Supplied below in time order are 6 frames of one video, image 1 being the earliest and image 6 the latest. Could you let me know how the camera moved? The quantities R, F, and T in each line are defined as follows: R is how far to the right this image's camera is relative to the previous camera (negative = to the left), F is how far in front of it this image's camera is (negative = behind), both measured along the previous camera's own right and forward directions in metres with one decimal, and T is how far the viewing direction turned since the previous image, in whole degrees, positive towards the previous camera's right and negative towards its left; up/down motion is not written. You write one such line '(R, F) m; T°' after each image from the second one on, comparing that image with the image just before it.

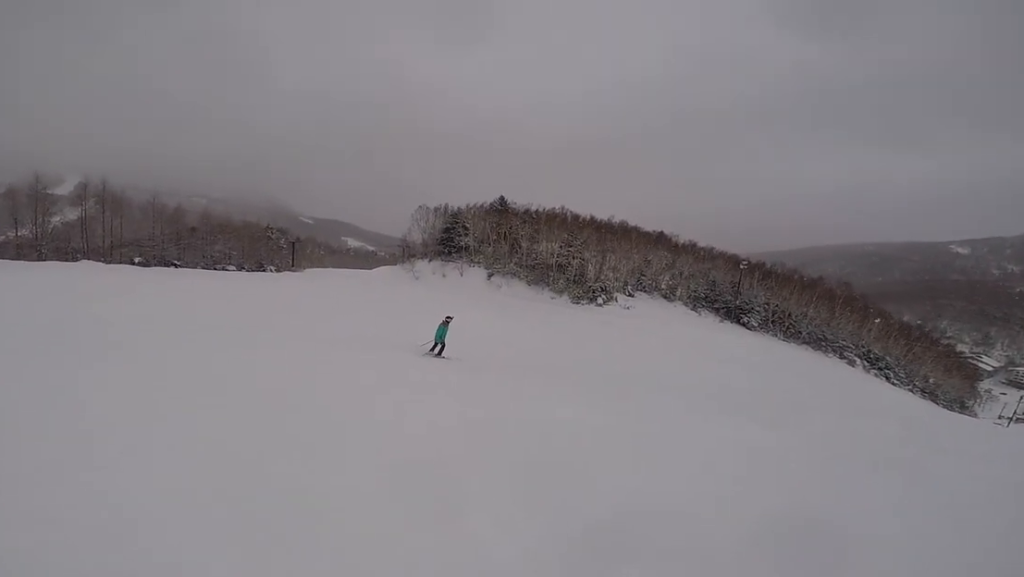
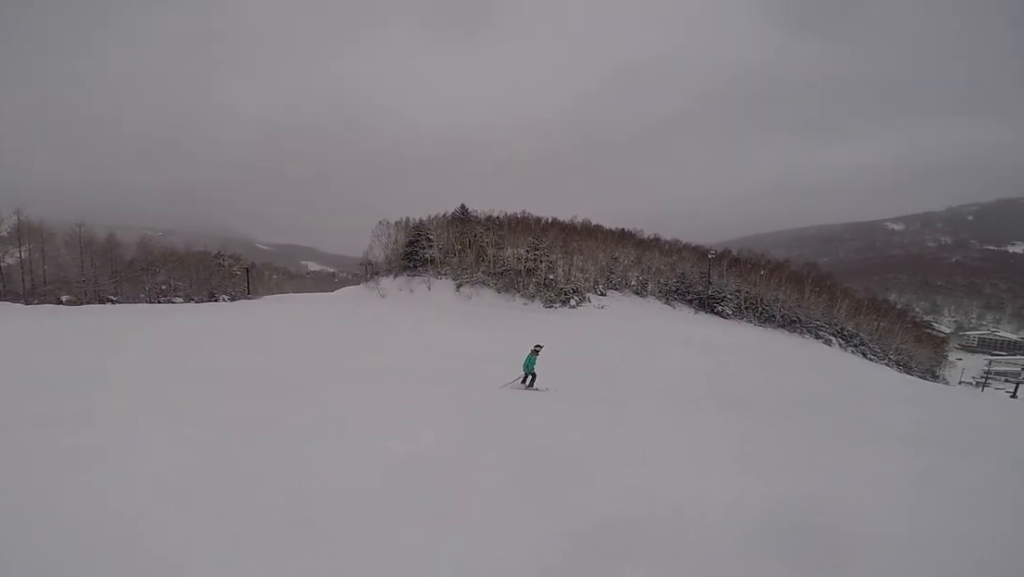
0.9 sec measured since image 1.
(-0.1, +4.1) m; +6°
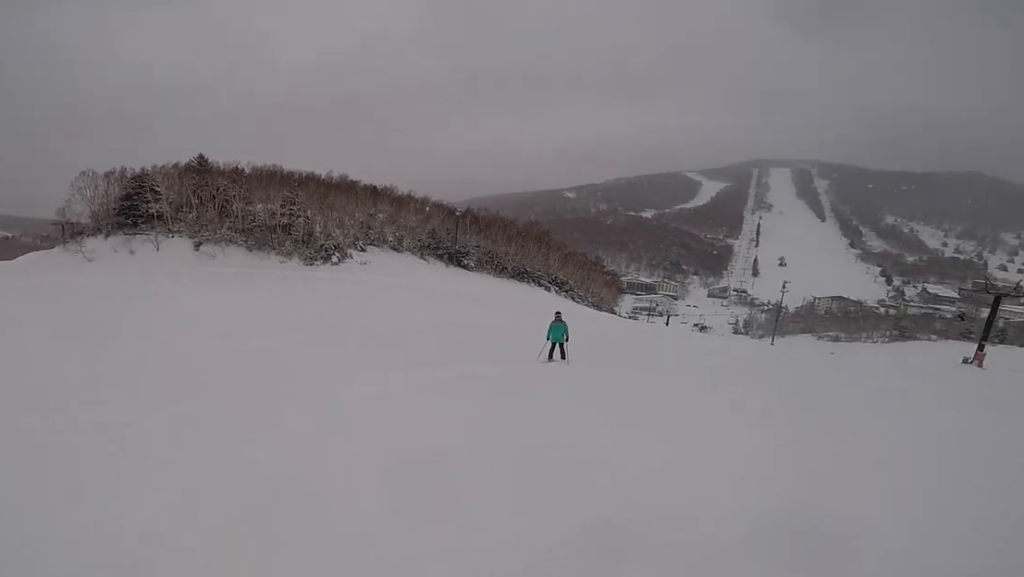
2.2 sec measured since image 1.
(+0.9, +6.9) m; +18°
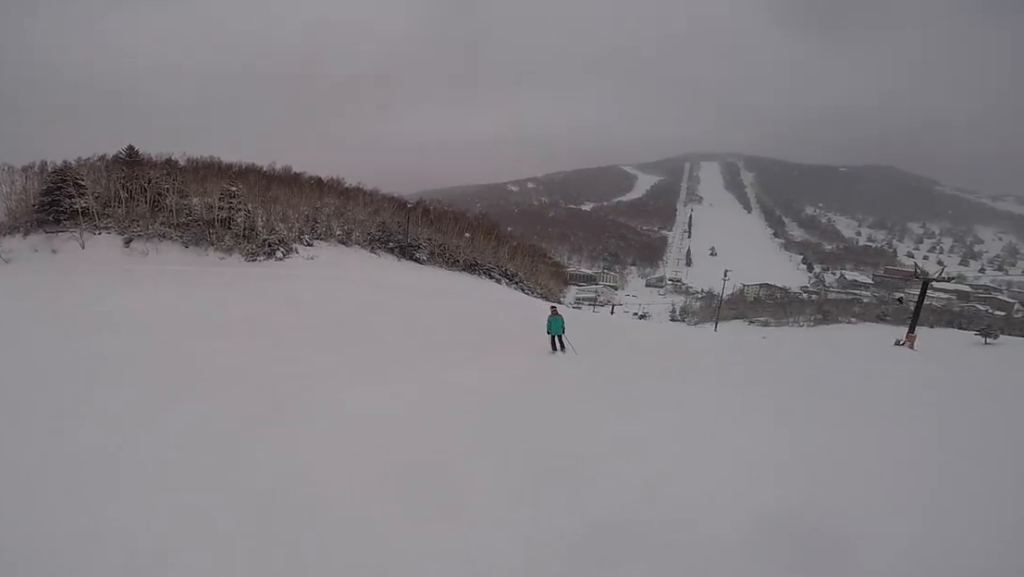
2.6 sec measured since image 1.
(-0.4, +2.1) m; +12°
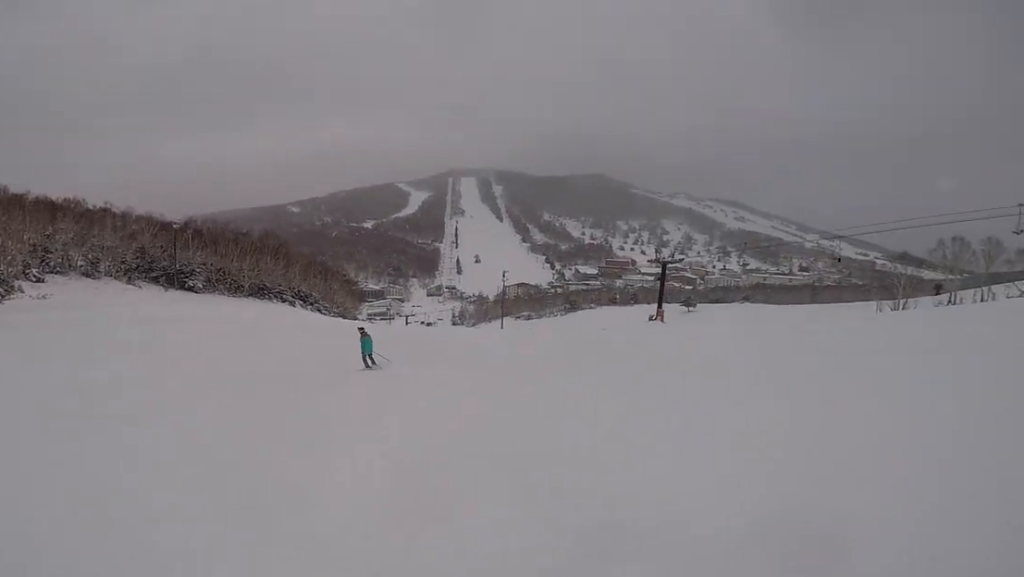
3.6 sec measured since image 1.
(+1.6, +4.0) m; +34°
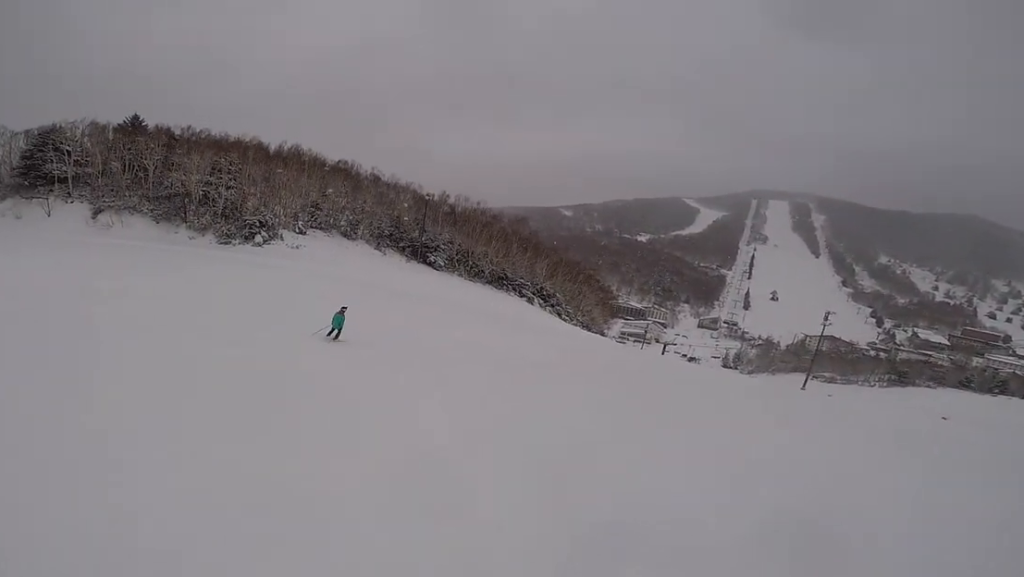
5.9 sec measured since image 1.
(-0.2, +11.4) m; -23°
